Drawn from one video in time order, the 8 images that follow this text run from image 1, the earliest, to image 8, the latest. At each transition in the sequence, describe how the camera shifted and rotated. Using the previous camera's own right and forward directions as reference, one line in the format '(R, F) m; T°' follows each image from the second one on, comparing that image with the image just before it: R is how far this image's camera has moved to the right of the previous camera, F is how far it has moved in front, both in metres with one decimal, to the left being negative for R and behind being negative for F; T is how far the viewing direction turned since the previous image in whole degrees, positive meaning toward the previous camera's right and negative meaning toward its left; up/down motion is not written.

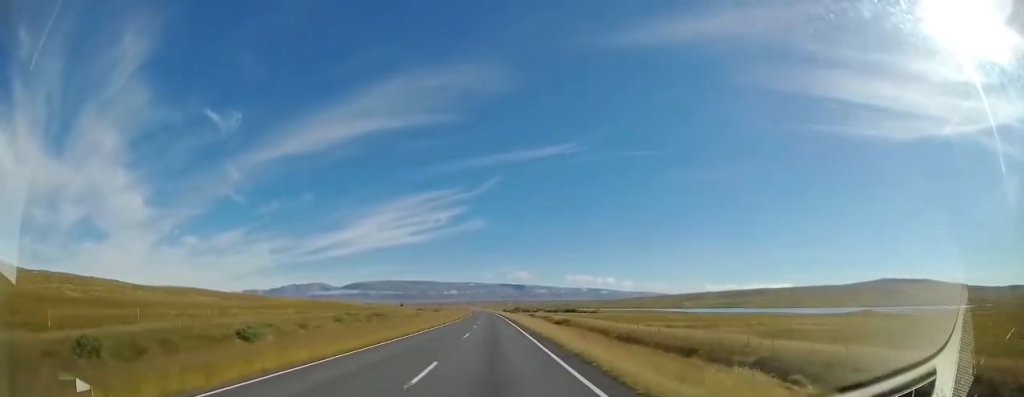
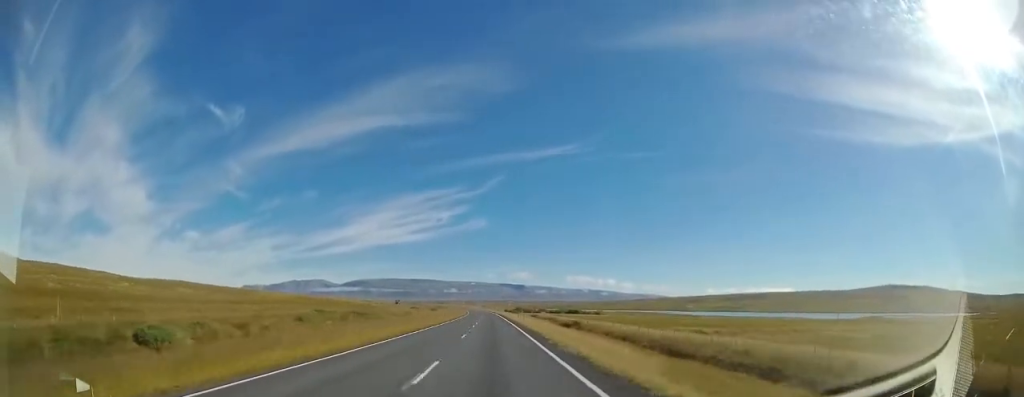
(0.0, +12.3) m; 0°
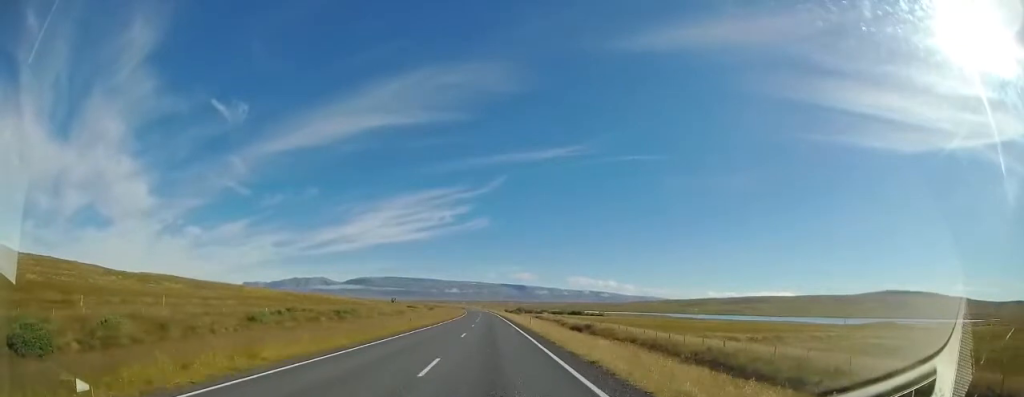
(0.0, +10.8) m; 0°
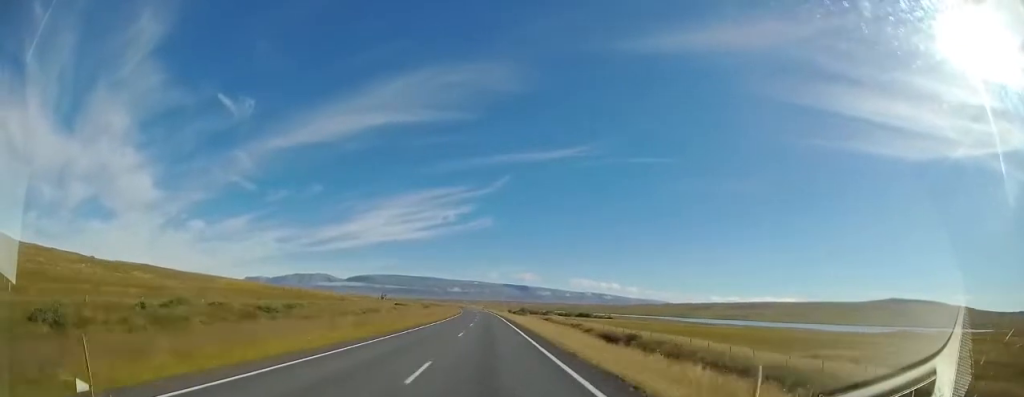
(0.0, +24.7) m; 0°
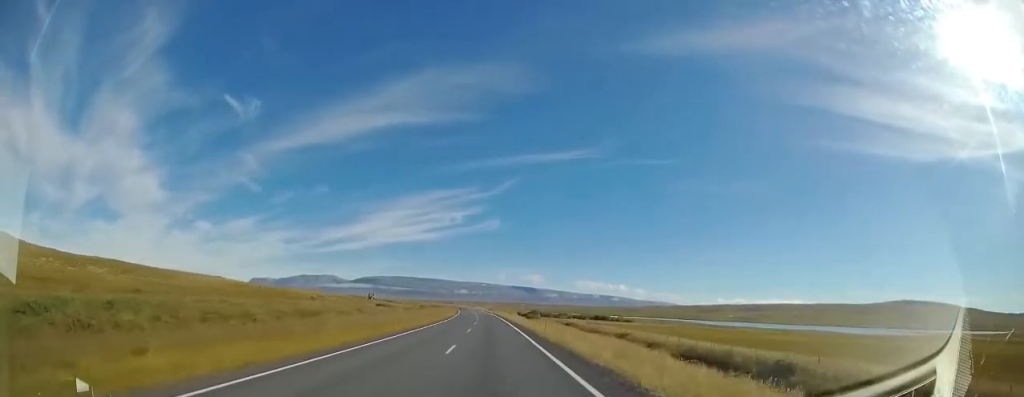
(-0.3, +30.2) m; -2°
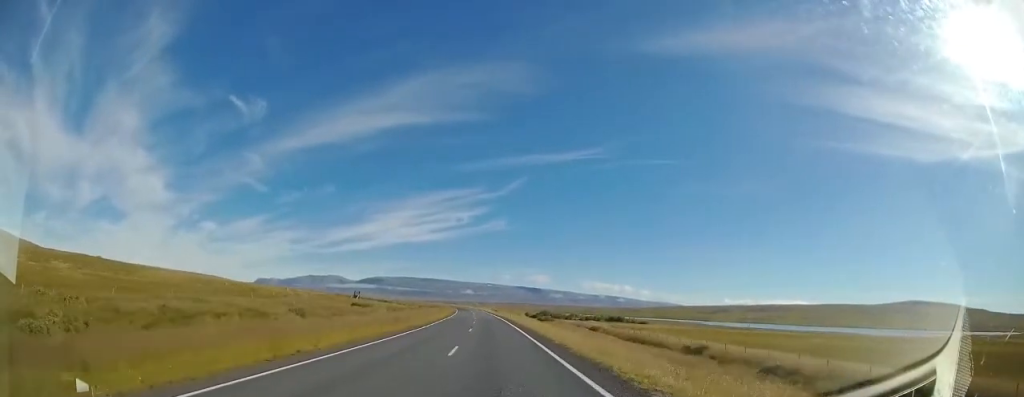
(-0.3, +24.1) m; -1°
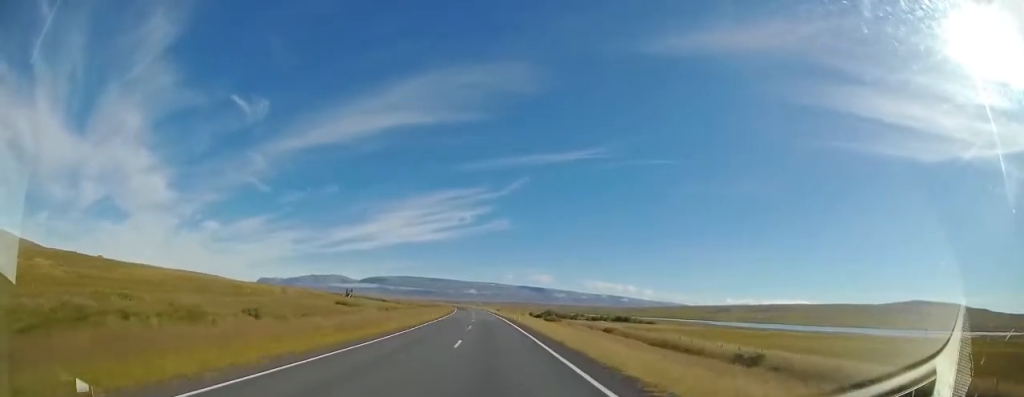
(0.0, +10.1) m; 0°
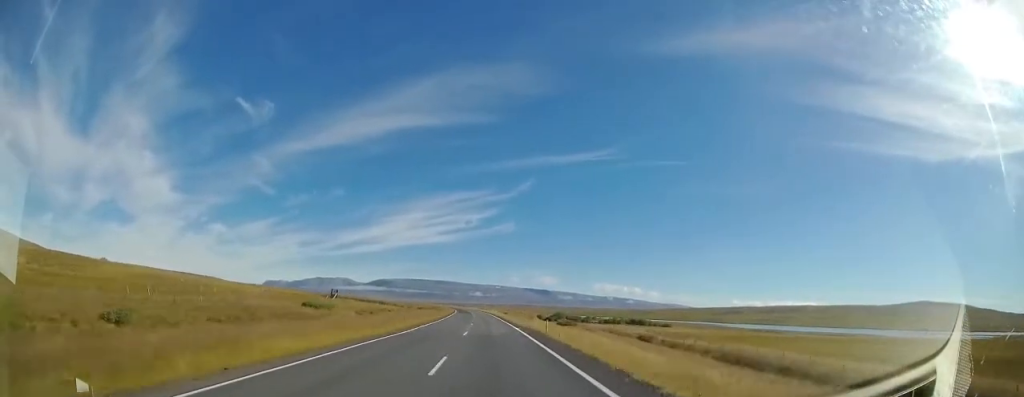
(0.0, +17.2) m; 0°
